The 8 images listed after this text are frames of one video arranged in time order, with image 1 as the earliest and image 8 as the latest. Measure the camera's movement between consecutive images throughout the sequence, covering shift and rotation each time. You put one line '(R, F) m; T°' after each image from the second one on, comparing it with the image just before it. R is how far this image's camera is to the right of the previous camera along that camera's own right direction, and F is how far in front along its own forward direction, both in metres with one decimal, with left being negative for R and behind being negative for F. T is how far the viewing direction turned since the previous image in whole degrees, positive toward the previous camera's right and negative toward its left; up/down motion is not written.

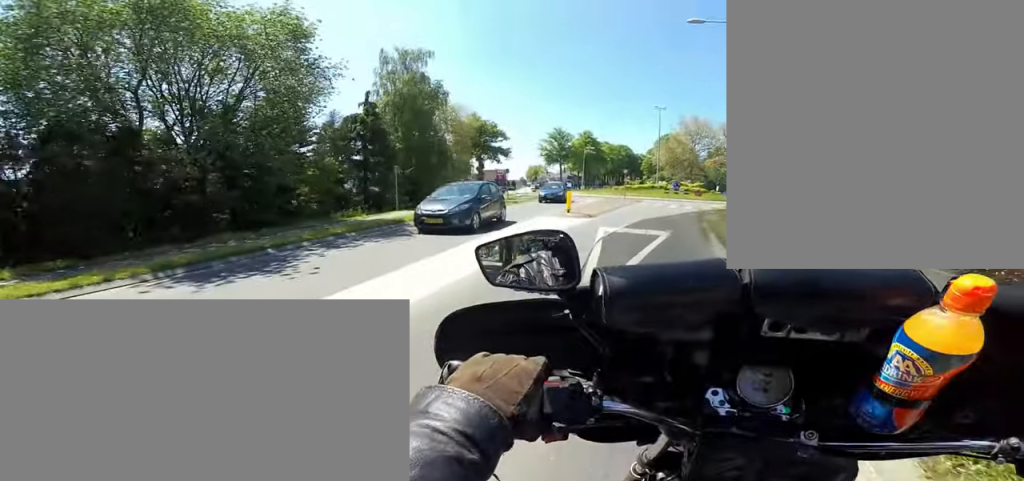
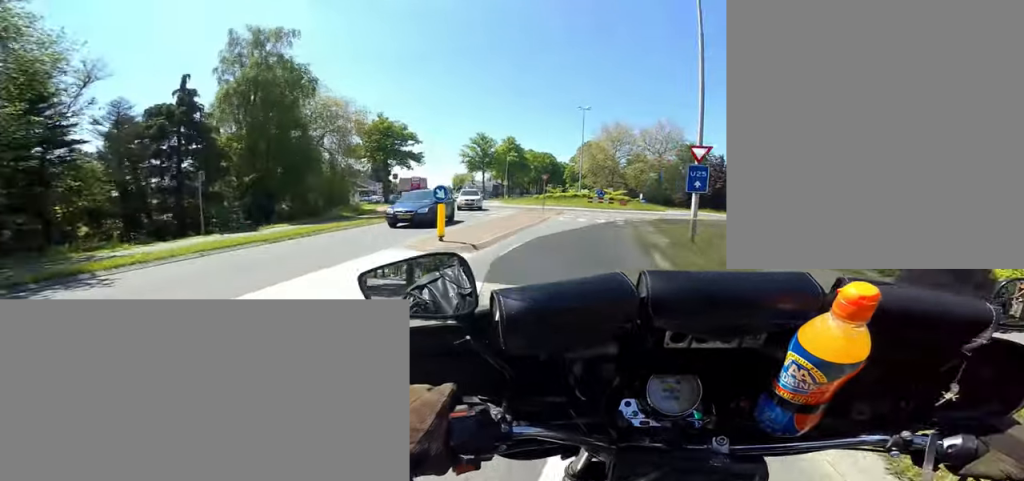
(-1.0, +6.2) m; +4°
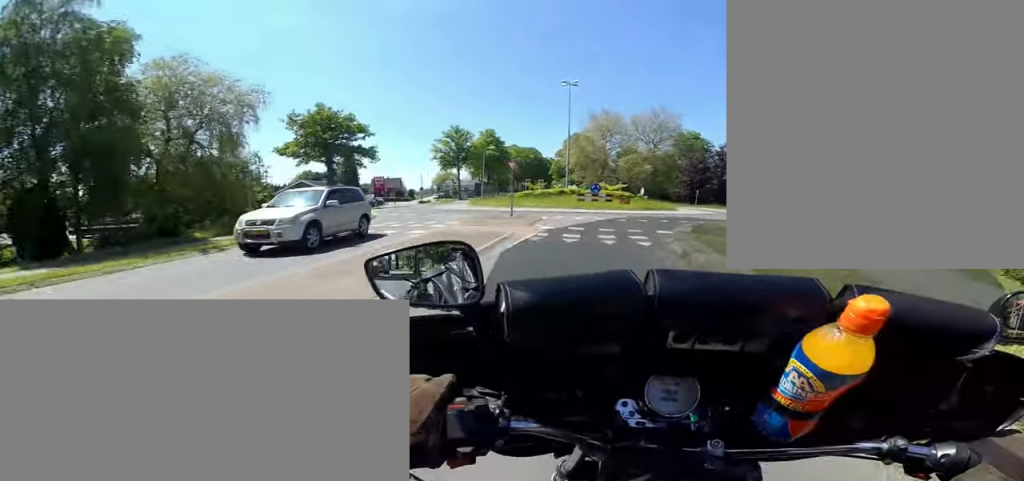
(+2.1, +8.8) m; +9°
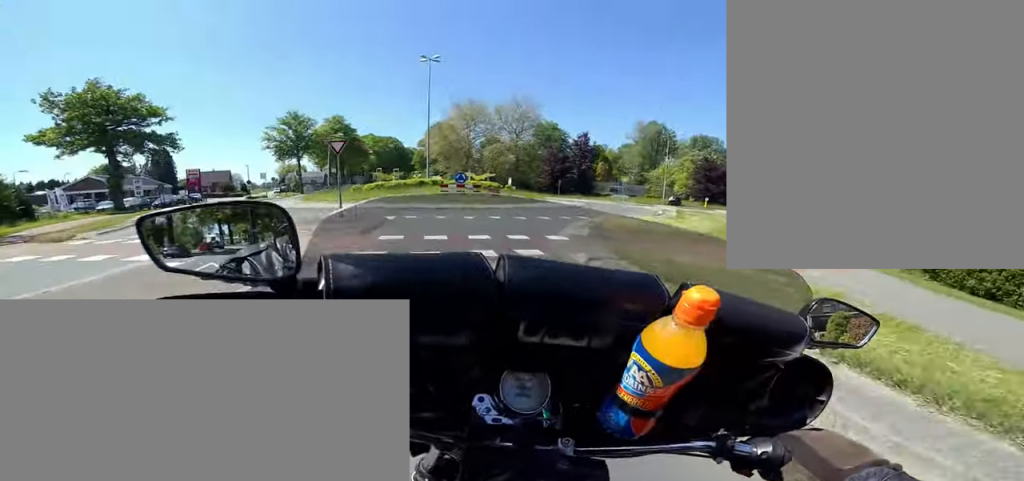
(-0.4, +4.3) m; +6°
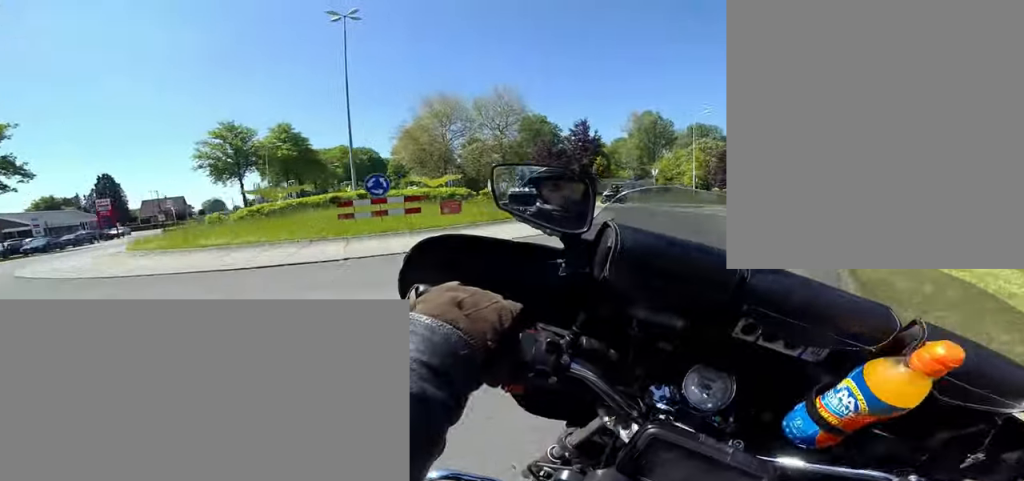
(+1.9, +10.9) m; +13°
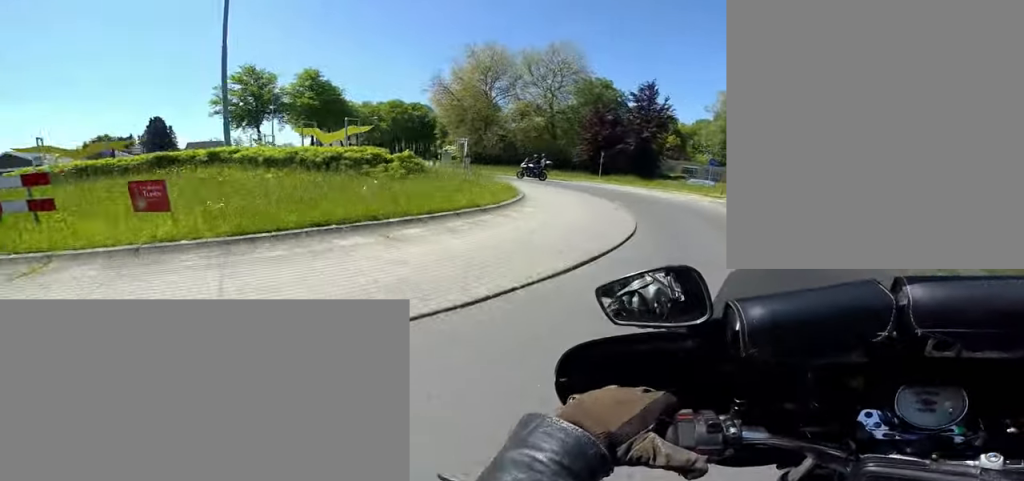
(-0.6, +9.0) m; -7°
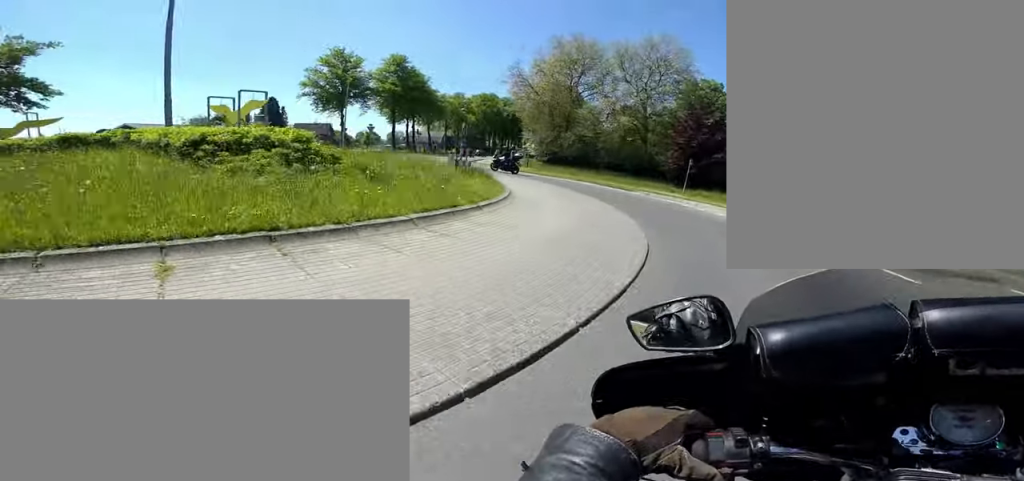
(-0.2, +5.1) m; -7°
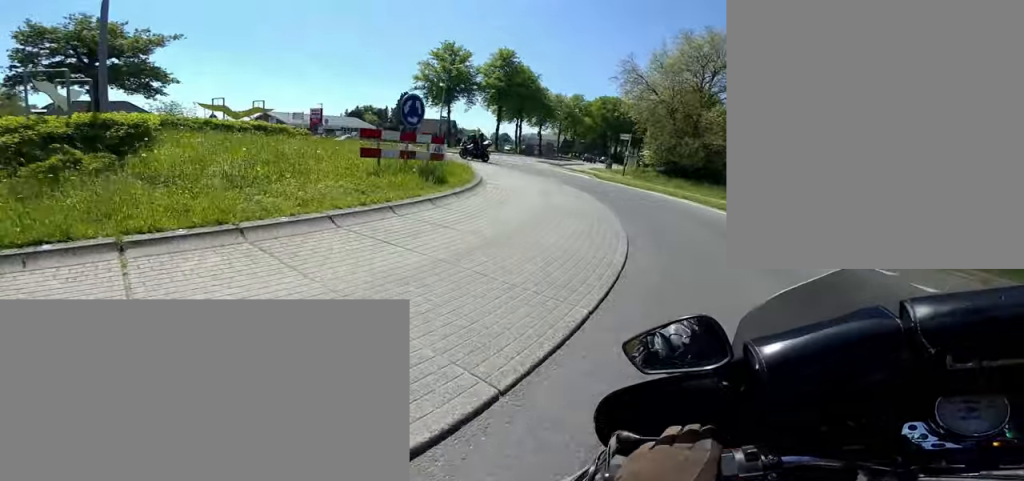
(-0.4, +5.8) m; -14°
